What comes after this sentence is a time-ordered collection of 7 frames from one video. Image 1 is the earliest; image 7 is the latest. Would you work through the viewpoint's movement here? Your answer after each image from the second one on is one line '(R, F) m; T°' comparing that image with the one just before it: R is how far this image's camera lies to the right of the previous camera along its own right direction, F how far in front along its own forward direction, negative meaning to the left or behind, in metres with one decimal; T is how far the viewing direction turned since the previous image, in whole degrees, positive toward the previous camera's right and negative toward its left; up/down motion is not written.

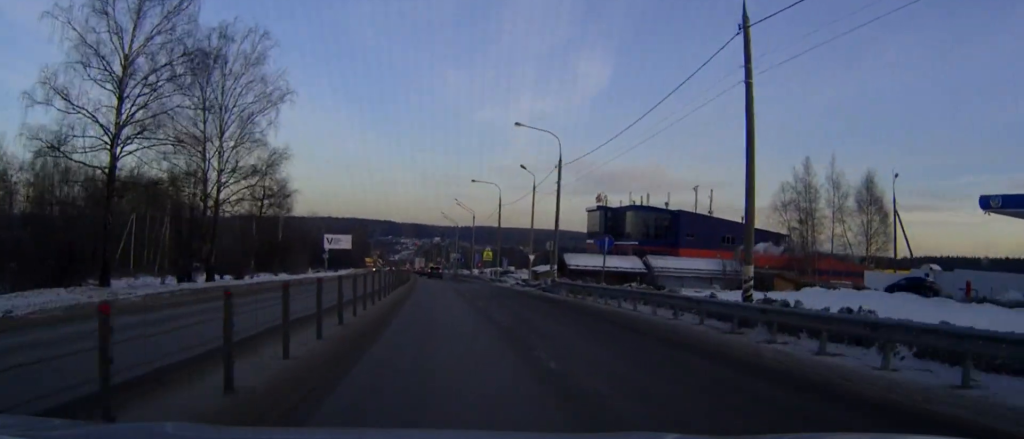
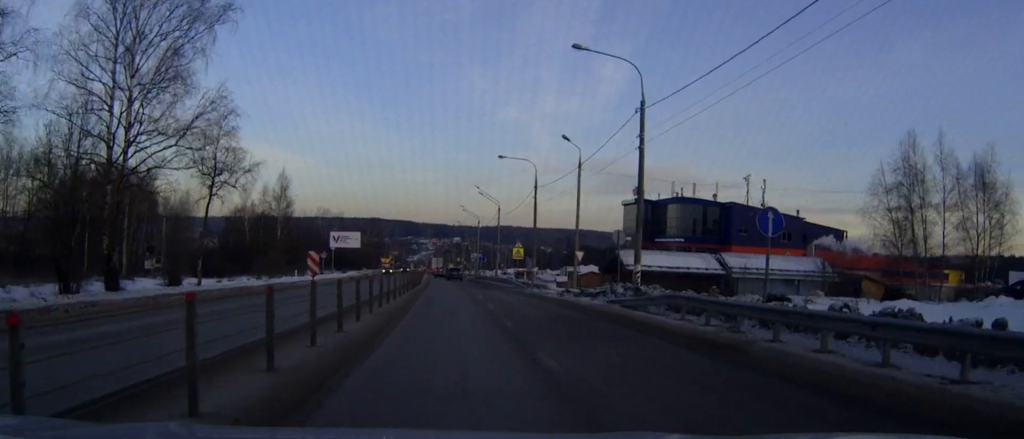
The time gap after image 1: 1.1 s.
(-0.2, +15.7) m; -1°
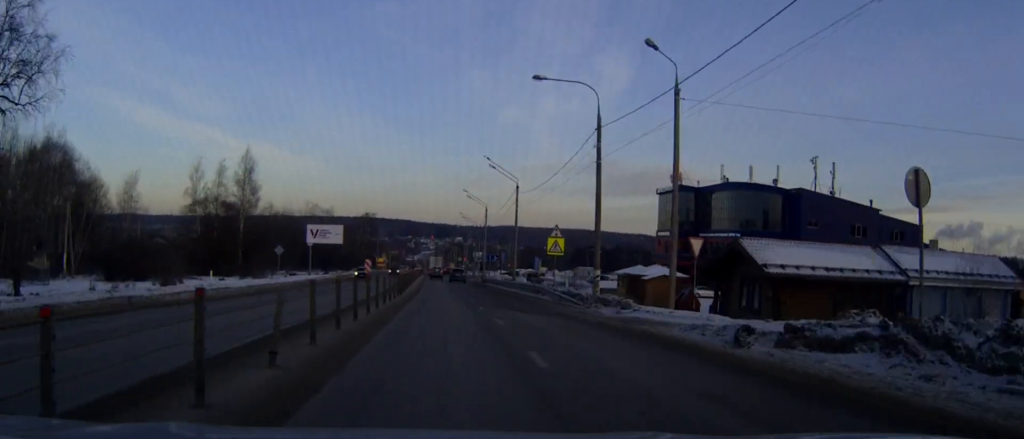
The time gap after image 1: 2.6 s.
(-0.1, +22.9) m; 0°
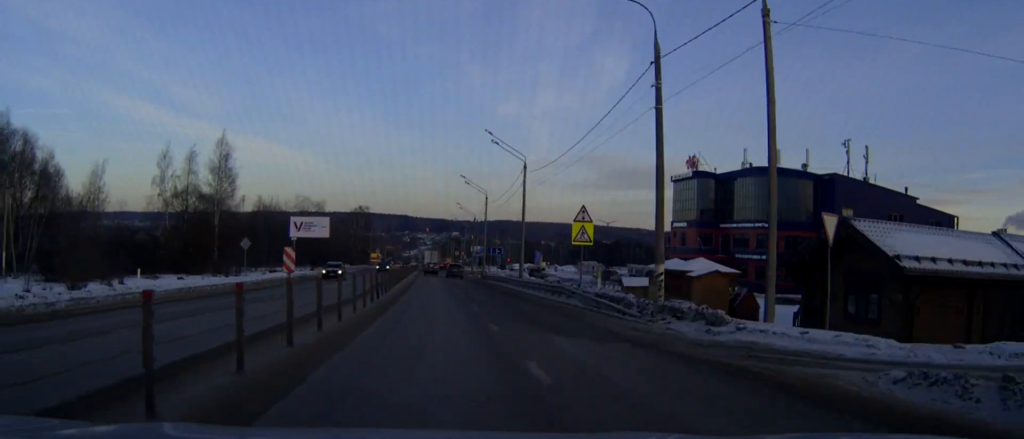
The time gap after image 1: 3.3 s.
(0.0, +9.7) m; 0°
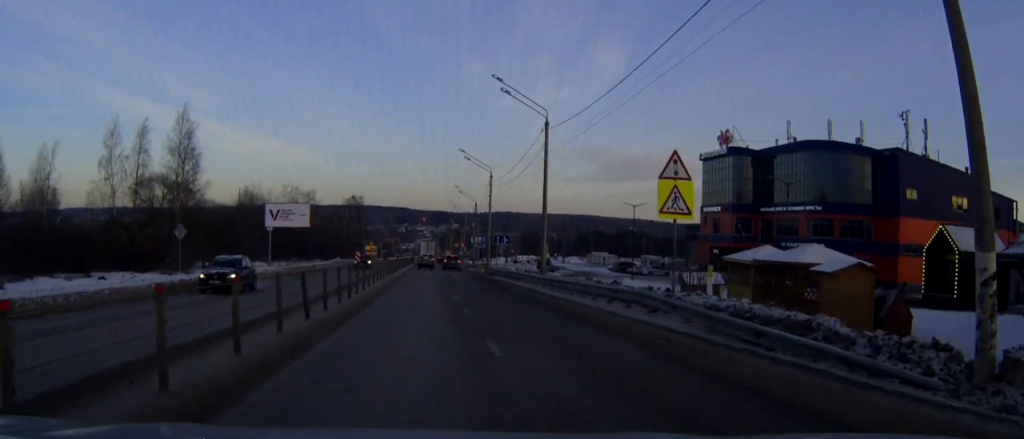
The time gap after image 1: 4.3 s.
(0.0, +13.7) m; 0°
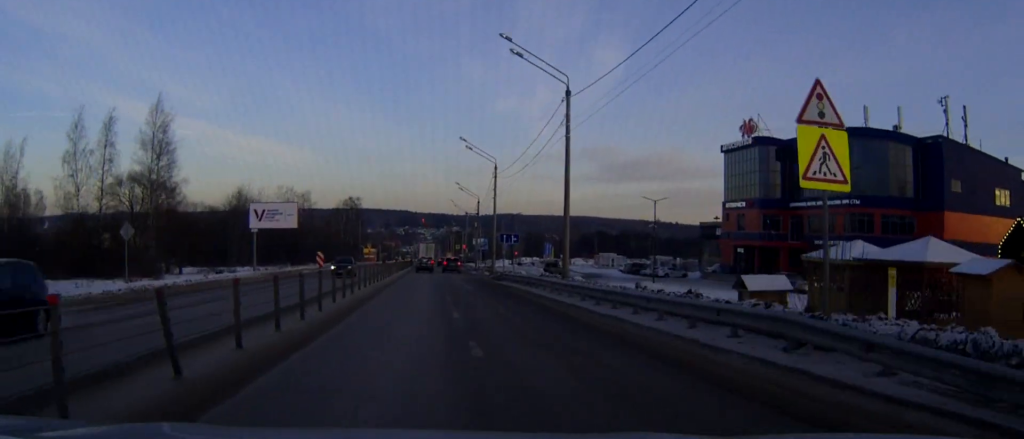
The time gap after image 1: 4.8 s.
(0.0, +7.7) m; 0°
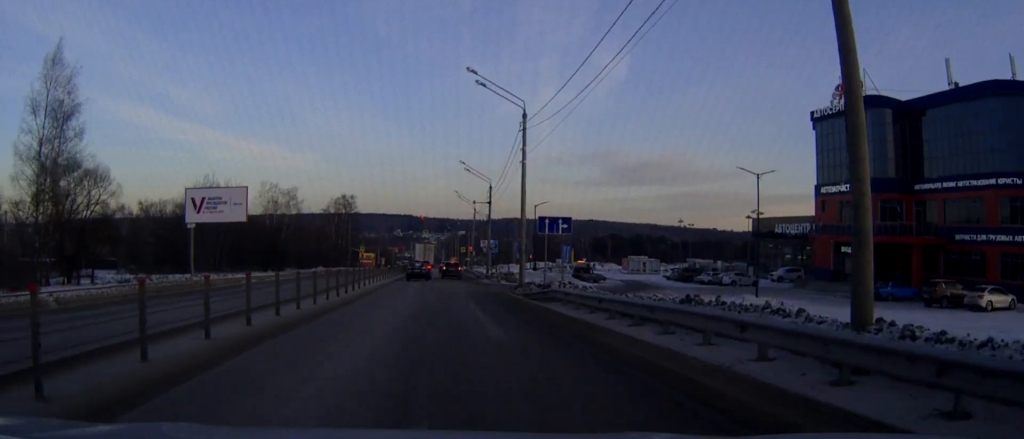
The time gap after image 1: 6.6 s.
(0.0, +22.3) m; 0°
